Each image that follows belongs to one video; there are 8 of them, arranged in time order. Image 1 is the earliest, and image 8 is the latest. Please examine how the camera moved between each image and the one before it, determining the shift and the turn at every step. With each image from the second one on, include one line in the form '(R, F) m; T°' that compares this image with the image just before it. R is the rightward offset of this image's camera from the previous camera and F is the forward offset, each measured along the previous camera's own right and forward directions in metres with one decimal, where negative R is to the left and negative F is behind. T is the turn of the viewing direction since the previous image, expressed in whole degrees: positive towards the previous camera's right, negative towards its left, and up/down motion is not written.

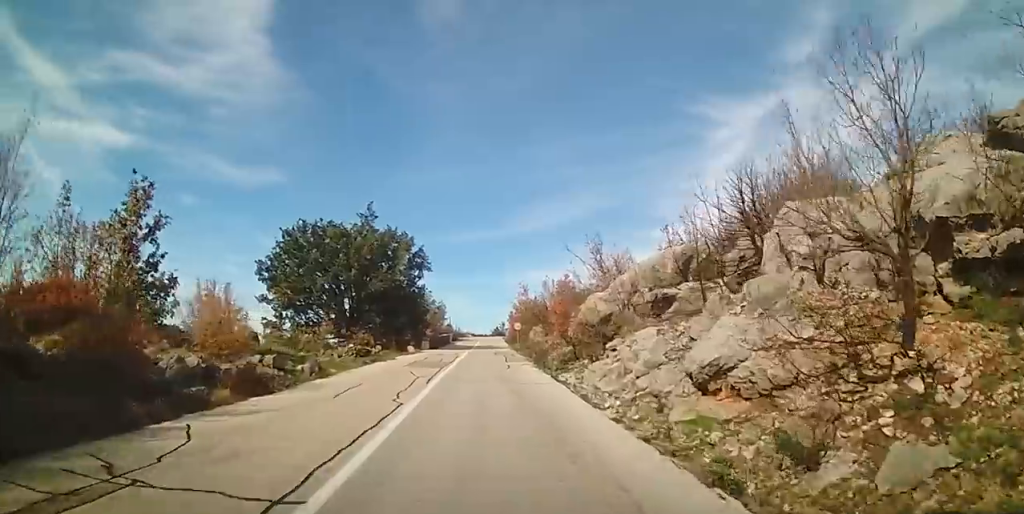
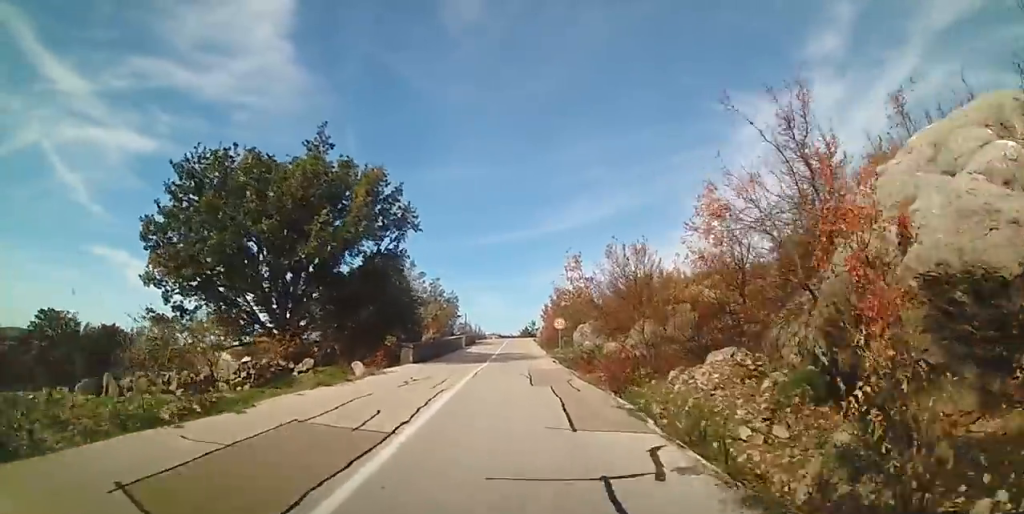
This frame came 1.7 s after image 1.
(-0.2, +16.2) m; -7°
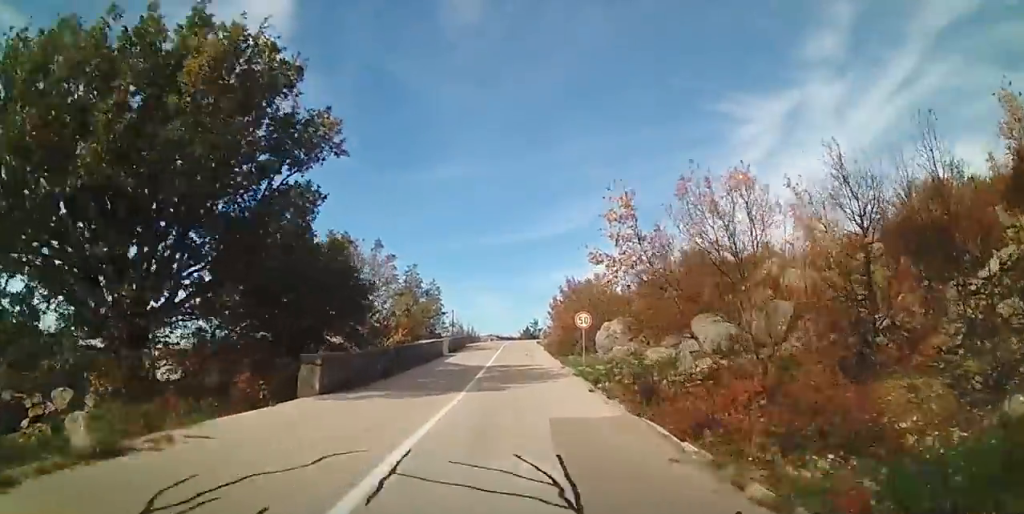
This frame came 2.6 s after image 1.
(-1.0, +10.3) m; -6°
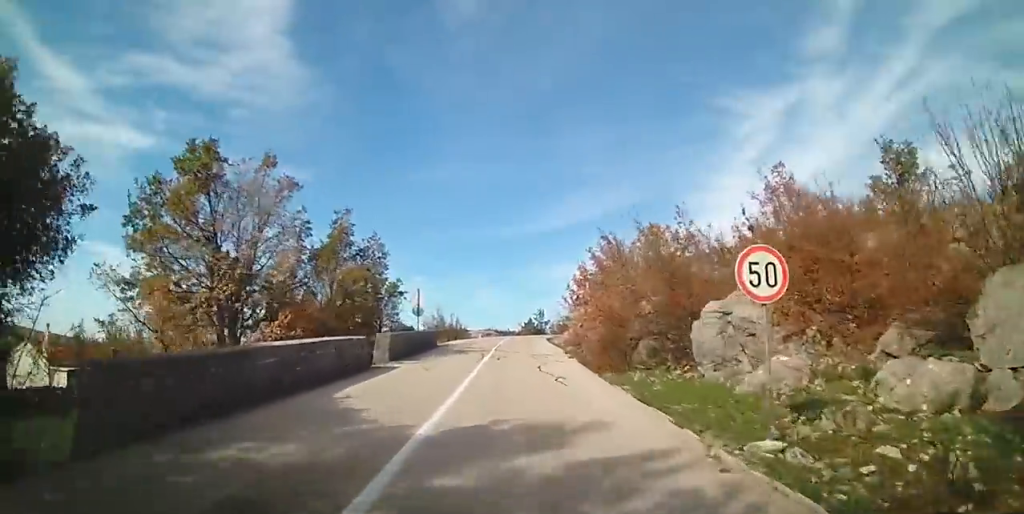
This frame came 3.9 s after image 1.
(-0.2, +14.9) m; +3°
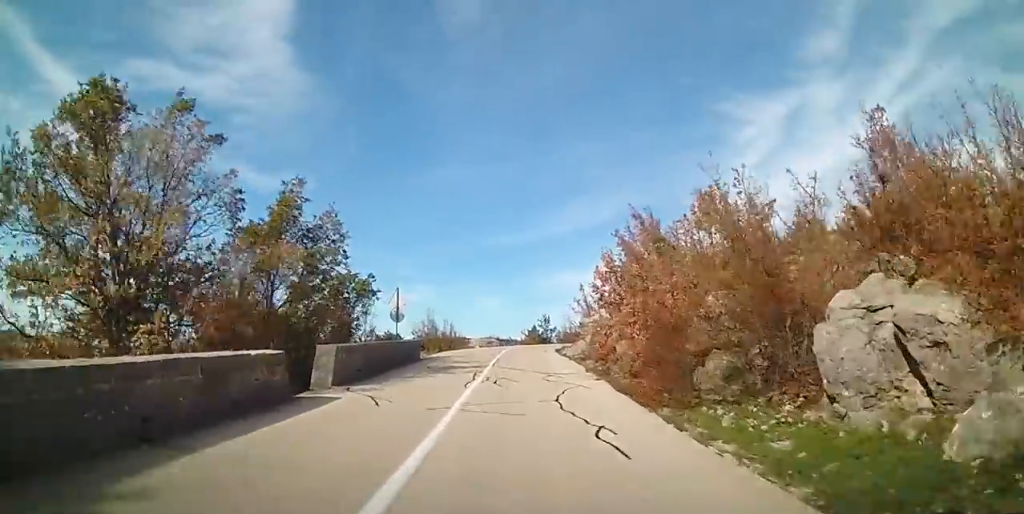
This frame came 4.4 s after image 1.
(+0.3, +5.6) m; +2°
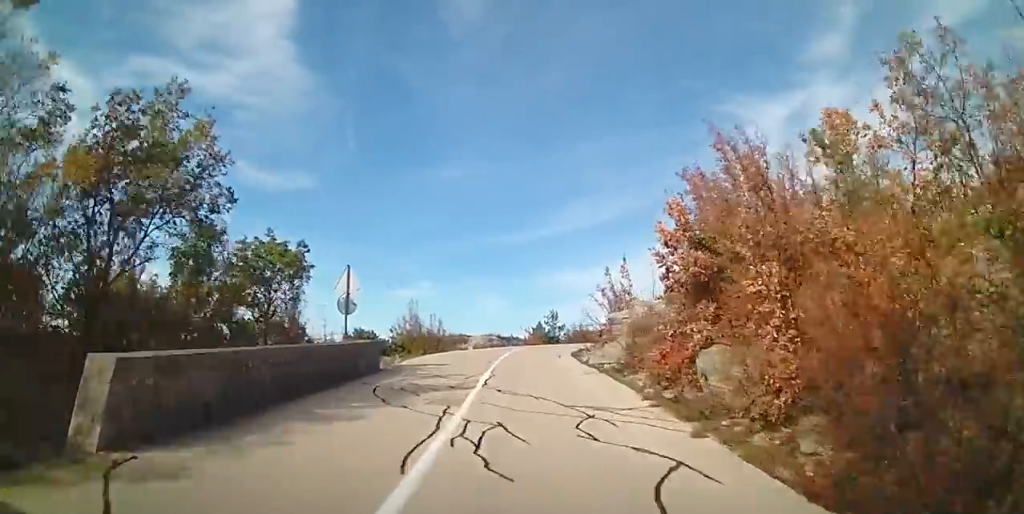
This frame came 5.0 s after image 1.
(+0.2, +7.1) m; +2°
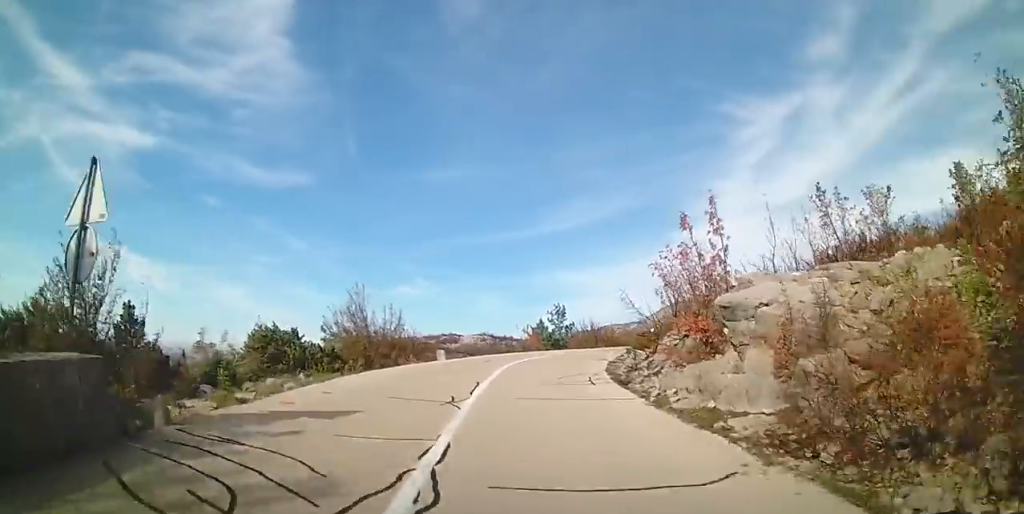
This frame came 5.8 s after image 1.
(0.0, +10.1) m; 0°
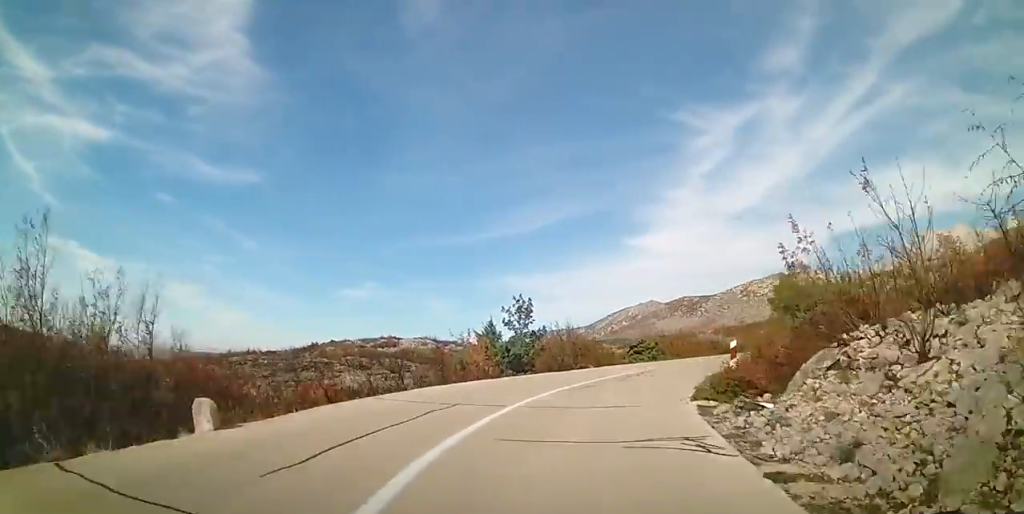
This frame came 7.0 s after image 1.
(0.0, +13.1) m; 0°
